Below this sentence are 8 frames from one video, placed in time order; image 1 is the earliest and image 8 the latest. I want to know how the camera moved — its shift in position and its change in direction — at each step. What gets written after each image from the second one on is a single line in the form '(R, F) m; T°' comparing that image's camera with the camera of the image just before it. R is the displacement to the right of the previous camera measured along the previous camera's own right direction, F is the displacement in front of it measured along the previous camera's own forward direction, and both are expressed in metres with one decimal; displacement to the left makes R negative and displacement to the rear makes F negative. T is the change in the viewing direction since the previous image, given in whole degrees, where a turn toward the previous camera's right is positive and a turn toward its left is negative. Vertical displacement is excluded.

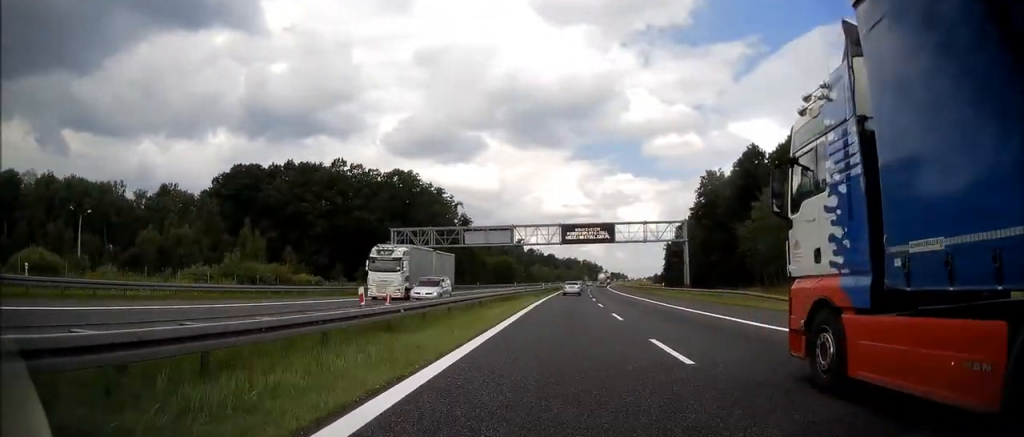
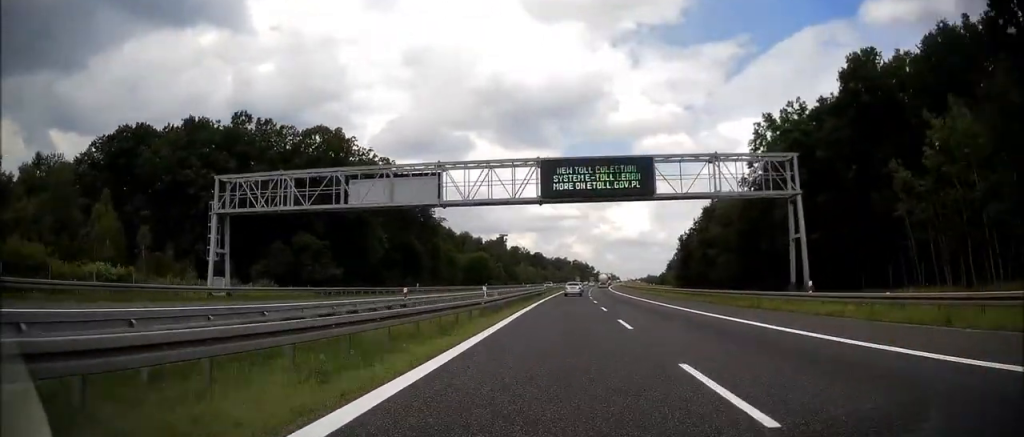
(+0.4, +40.6) m; +2°
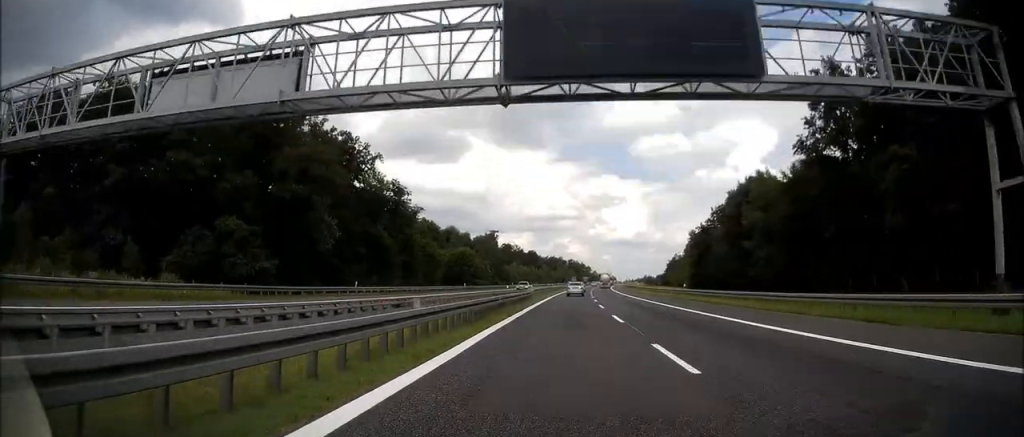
(+0.2, +21.1) m; +1°
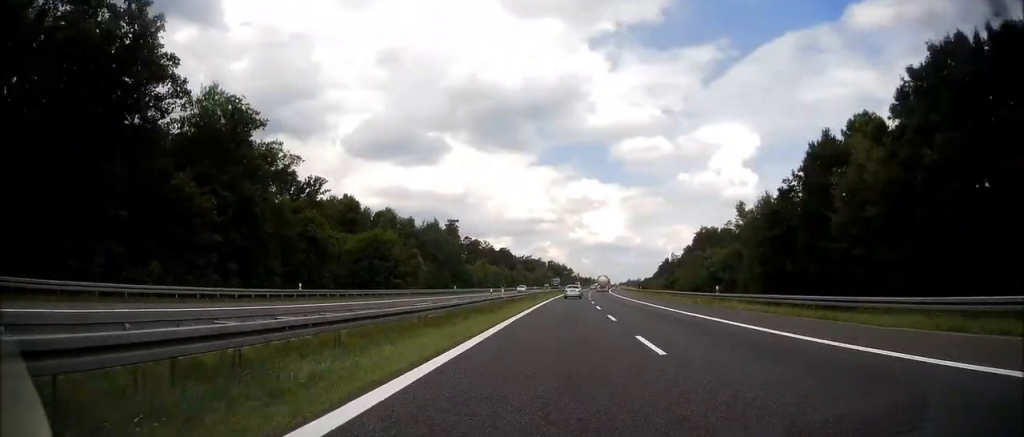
(+0.6, +57.8) m; +1°
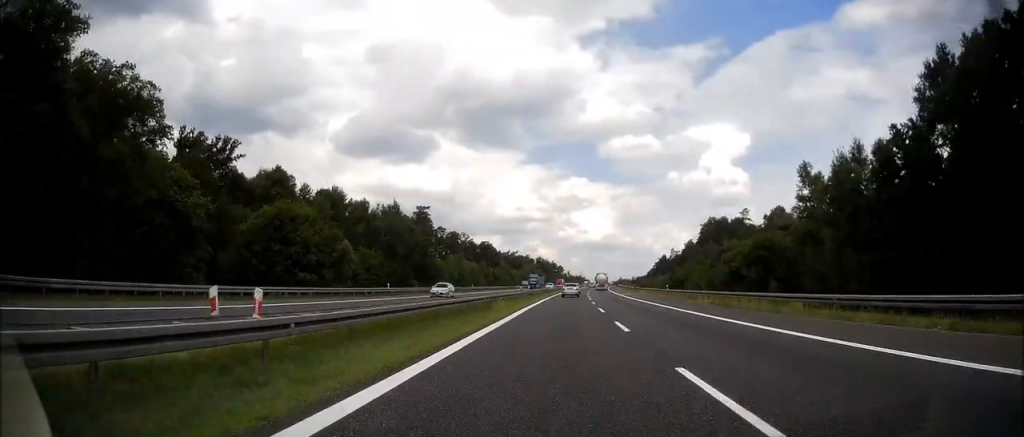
(+0.1, +30.7) m; +1°
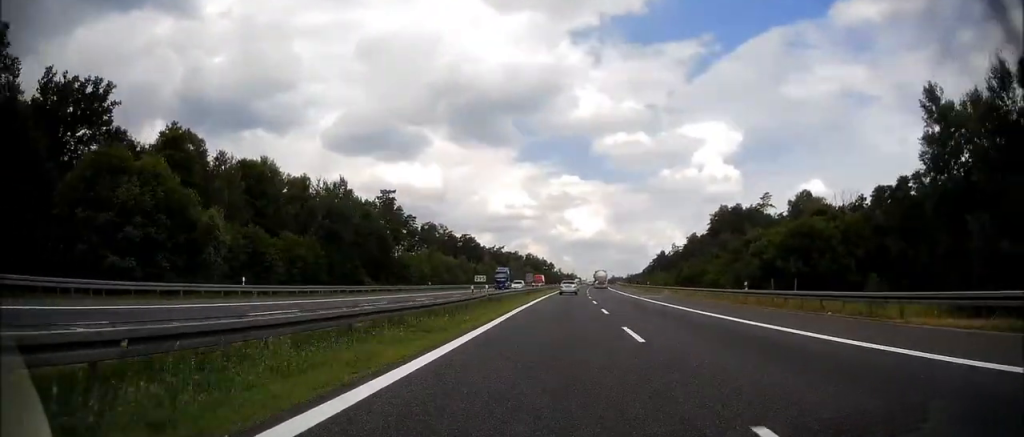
(+0.4, +27.7) m; +1°
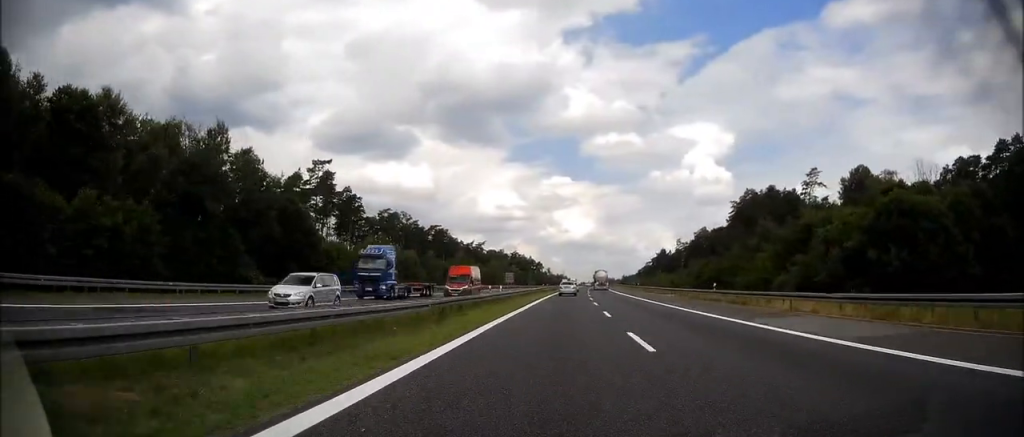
(-0.1, +37.8) m; +1°
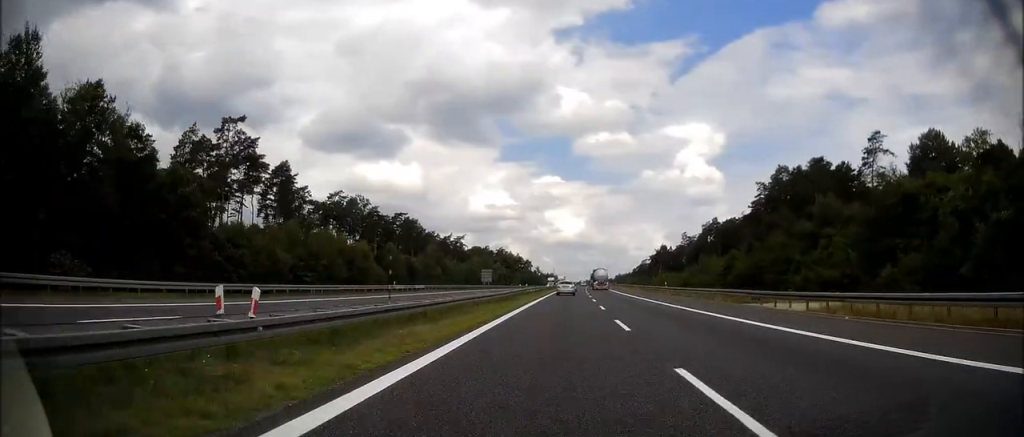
(+0.6, +31.1) m; +1°
